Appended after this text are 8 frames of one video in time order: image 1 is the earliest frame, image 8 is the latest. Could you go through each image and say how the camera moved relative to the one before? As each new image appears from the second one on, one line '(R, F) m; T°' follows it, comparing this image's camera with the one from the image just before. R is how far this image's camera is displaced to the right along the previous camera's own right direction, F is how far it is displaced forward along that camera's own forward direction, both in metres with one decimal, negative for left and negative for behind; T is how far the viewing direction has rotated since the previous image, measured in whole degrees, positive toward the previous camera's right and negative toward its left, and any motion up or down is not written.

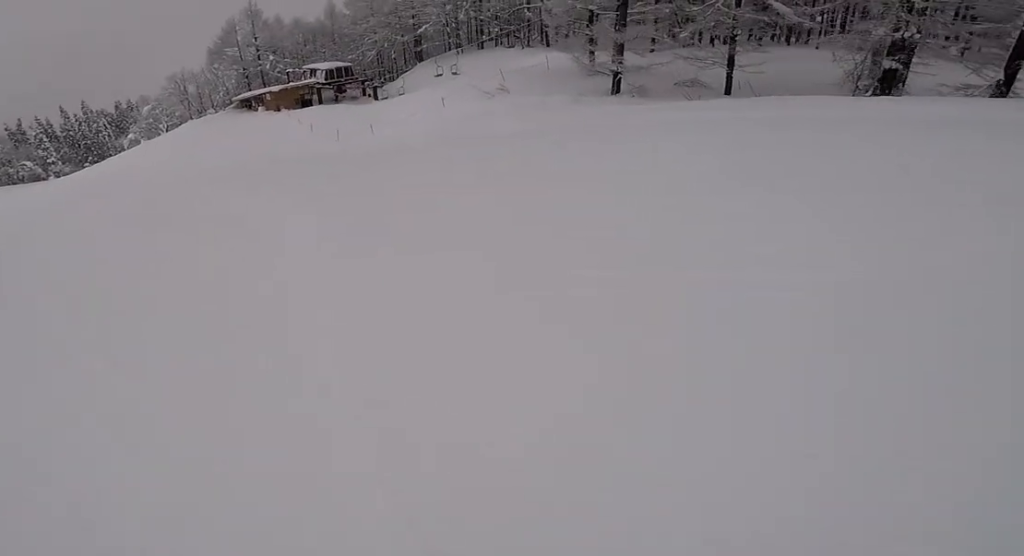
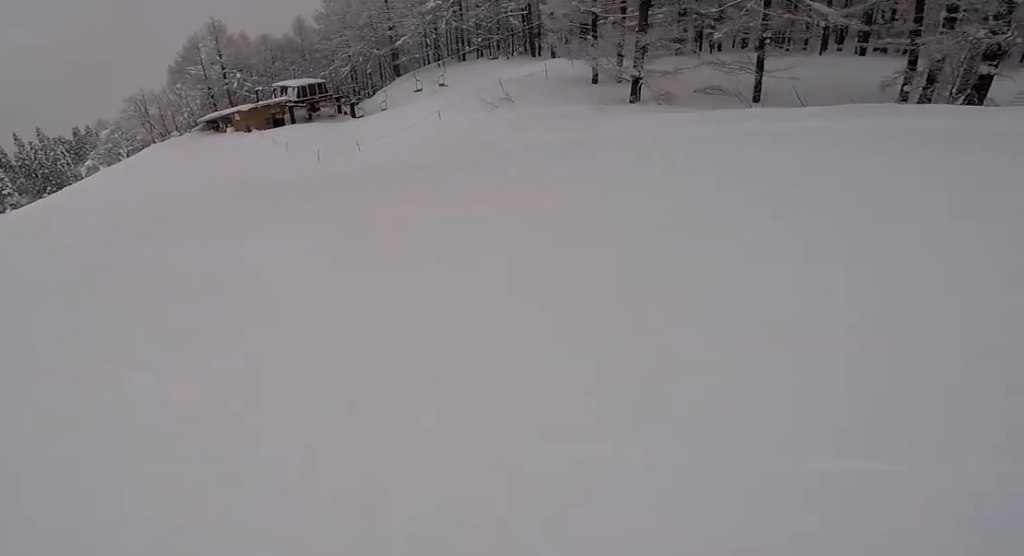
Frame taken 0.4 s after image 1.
(+0.5, +3.6) m; +7°
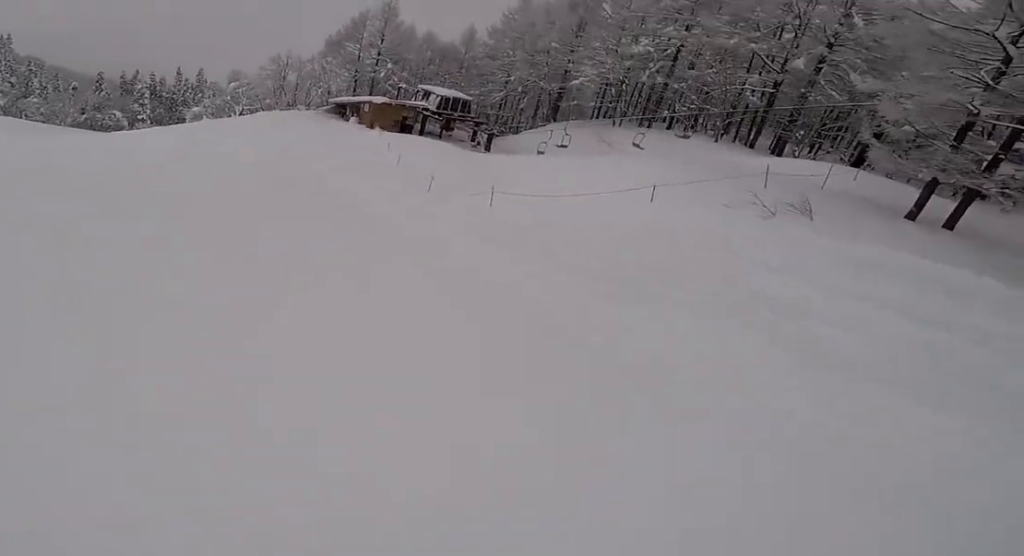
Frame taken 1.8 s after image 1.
(+2.3, +12.1) m; +6°
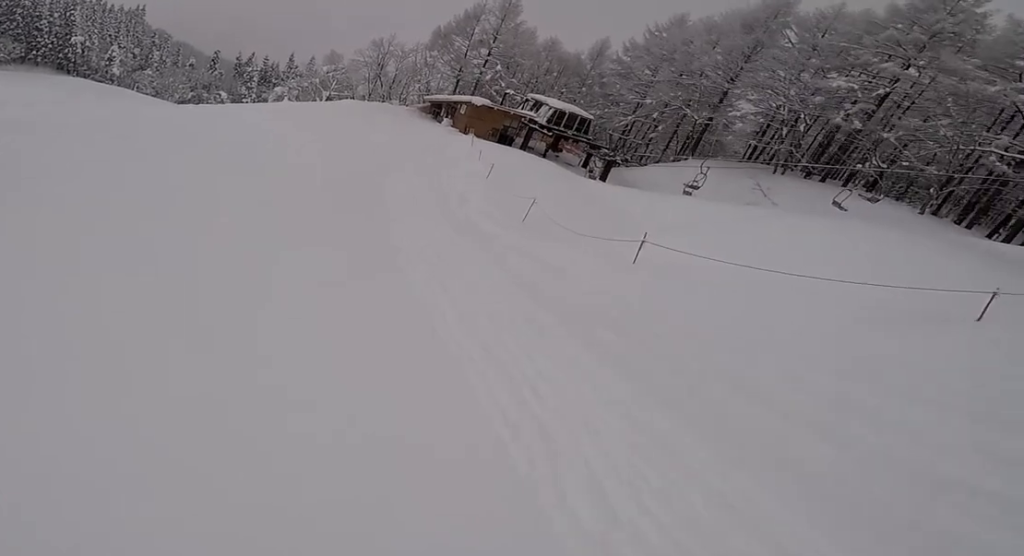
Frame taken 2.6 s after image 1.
(-1.0, +7.2) m; -6°
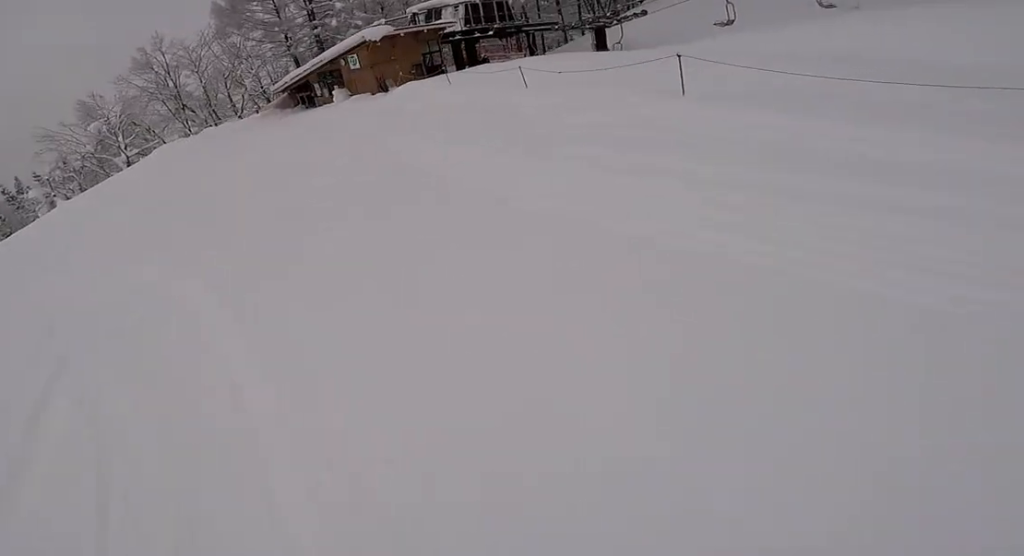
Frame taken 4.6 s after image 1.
(-1.6, +17.8) m; 0°
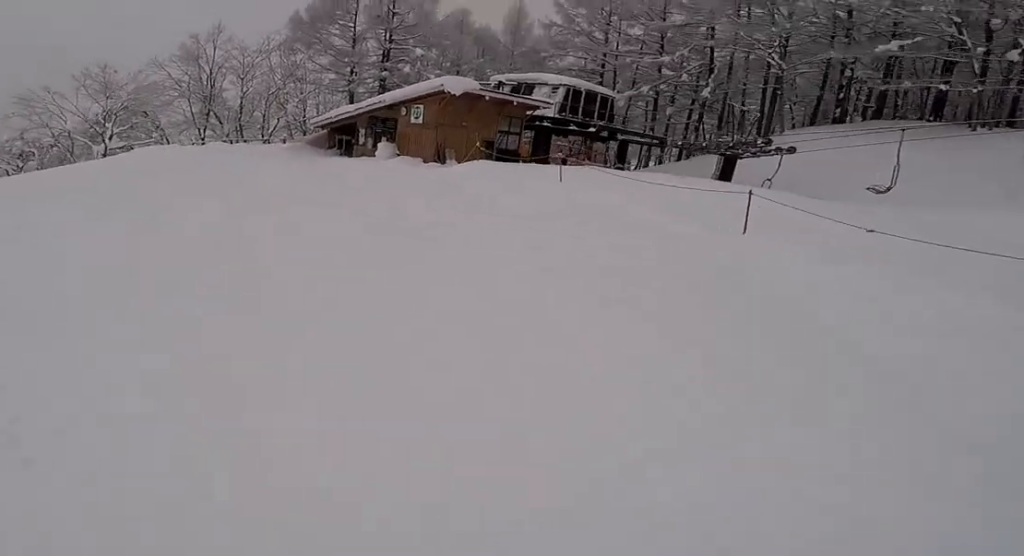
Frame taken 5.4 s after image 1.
(+0.6, +6.2) m; +2°
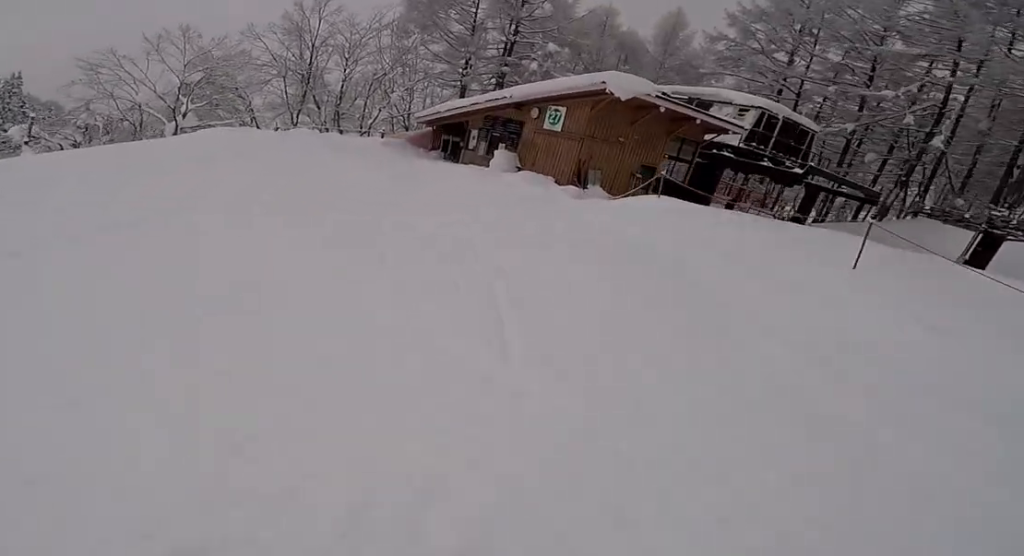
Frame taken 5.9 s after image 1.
(+0.9, +4.4) m; -1°
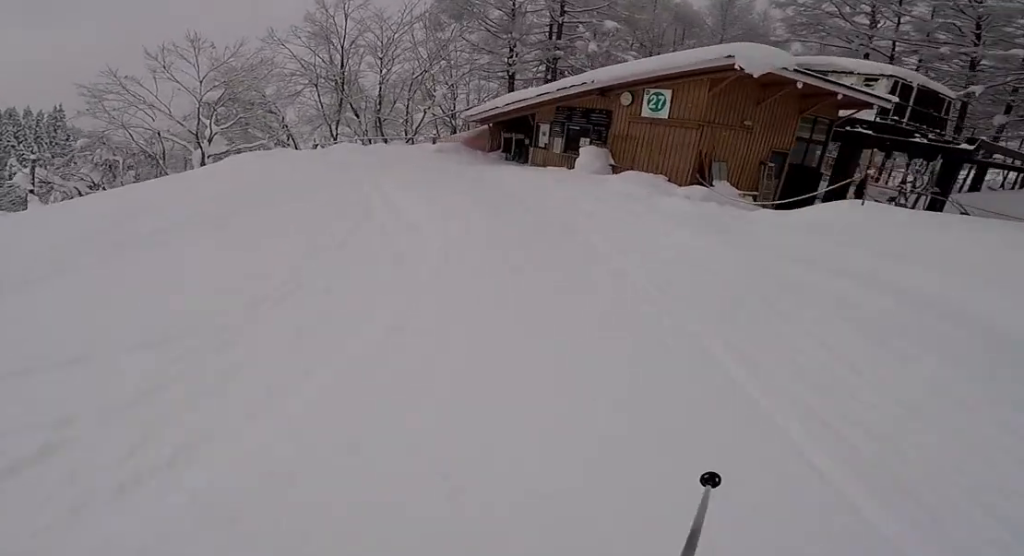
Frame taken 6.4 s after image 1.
(-0.9, +2.8) m; -4°
